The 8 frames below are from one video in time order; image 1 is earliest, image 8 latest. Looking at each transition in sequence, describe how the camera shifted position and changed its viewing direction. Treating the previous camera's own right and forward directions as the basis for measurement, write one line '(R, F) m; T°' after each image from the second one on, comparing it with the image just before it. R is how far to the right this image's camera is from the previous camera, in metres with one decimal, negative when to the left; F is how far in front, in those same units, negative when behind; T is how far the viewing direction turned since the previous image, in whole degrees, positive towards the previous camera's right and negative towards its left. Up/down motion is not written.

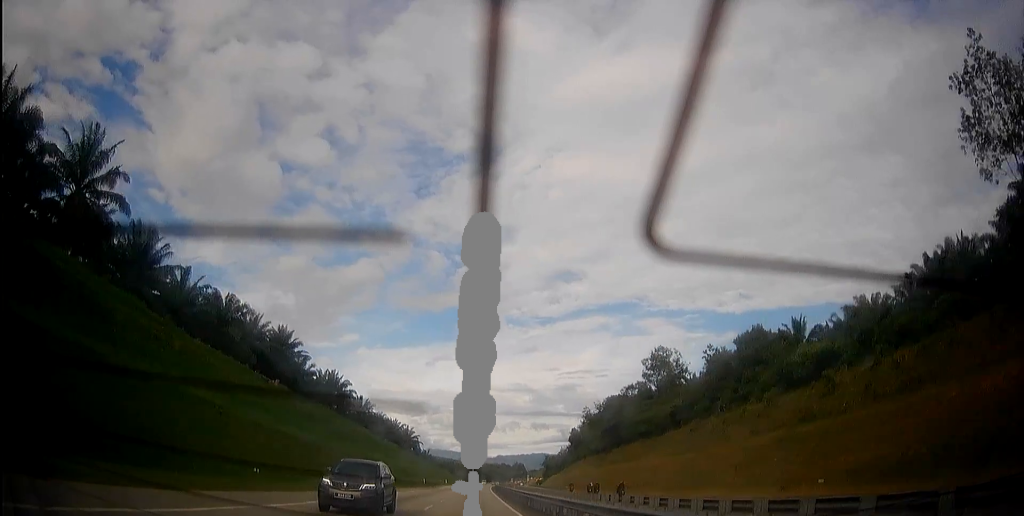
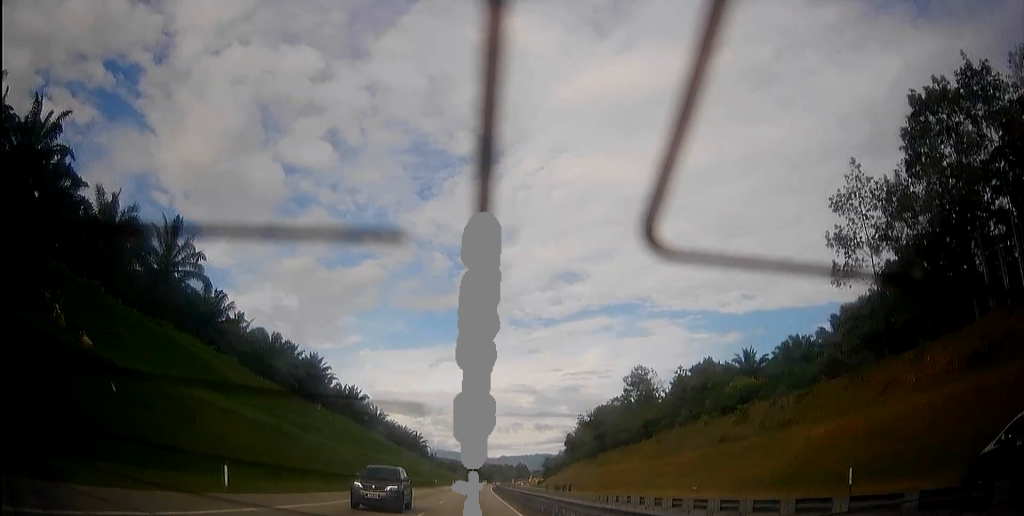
(0.0, +18.7) m; 0°
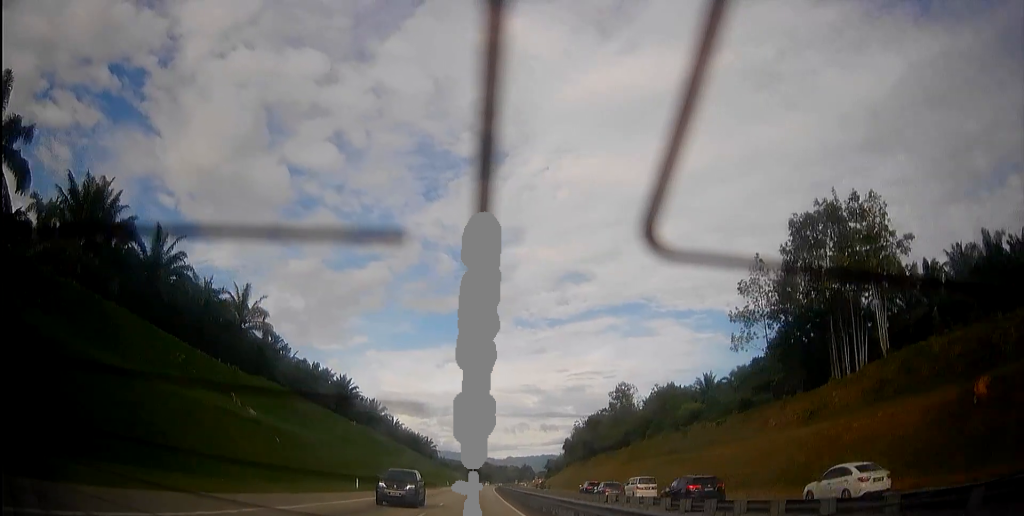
(+0.1, +24.5) m; +1°
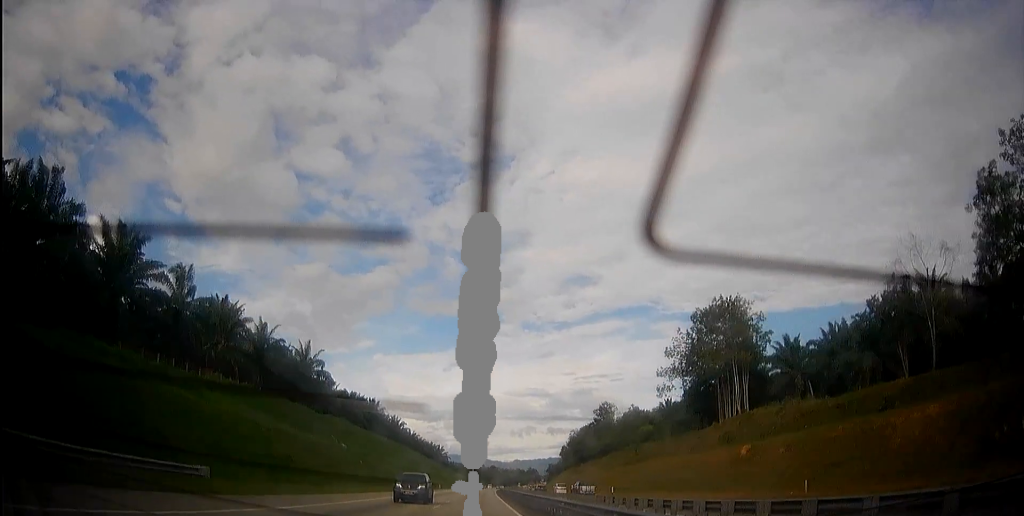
(+0.2, +31.5) m; +1°
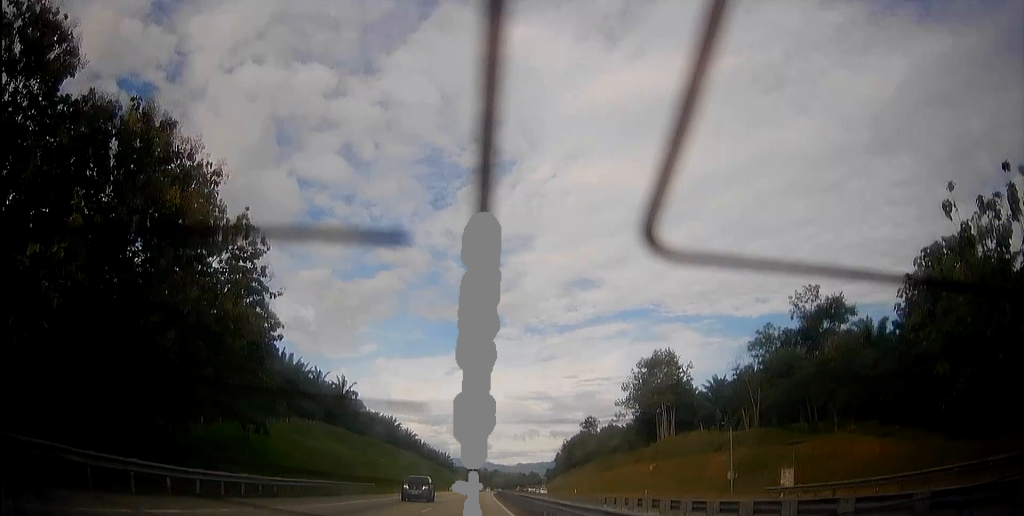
(+0.2, +32.7) m; +1°
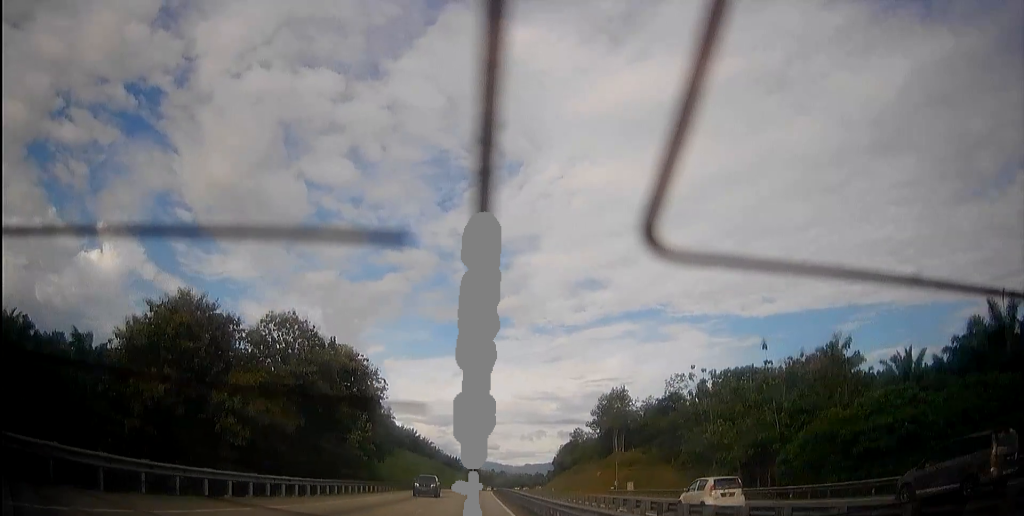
(+0.1, +46.0) m; 0°
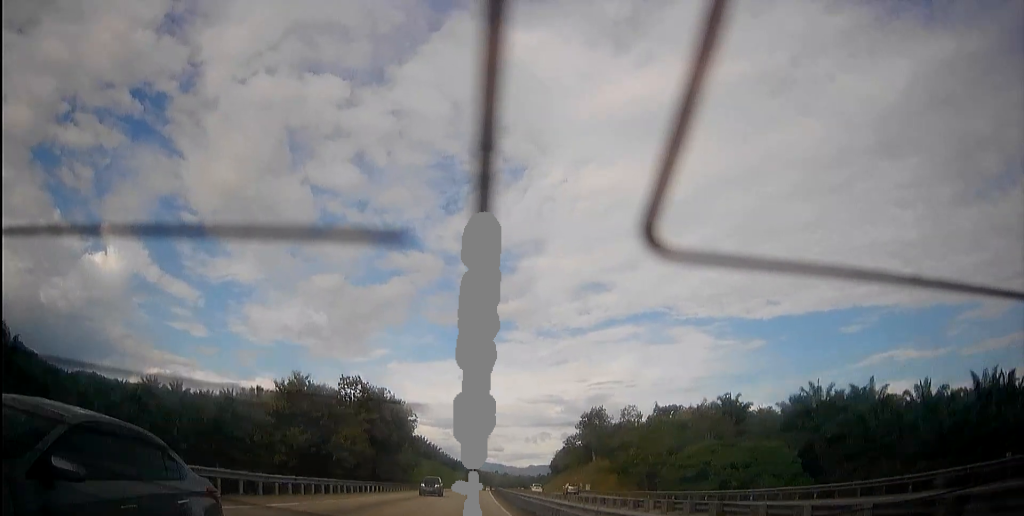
(+0.1, +35.4) m; 0°
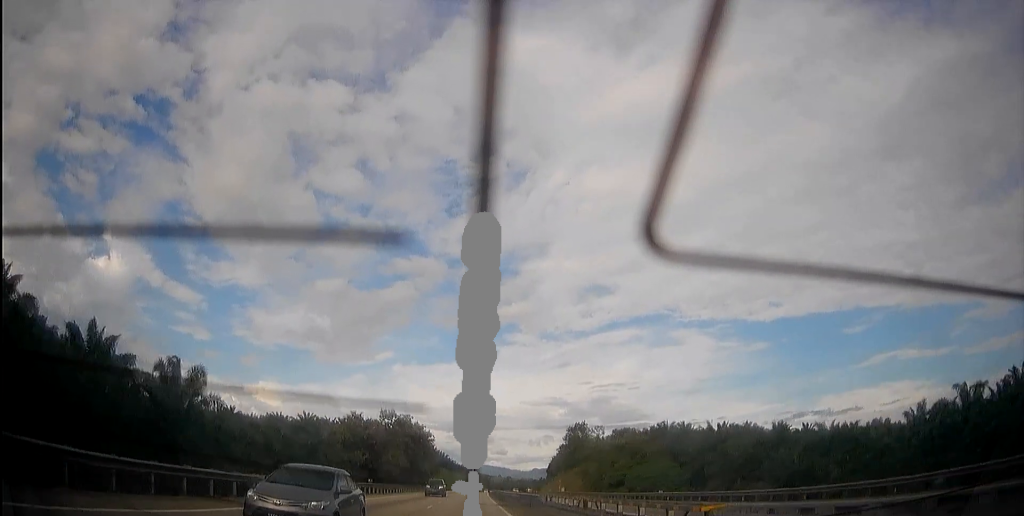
(+0.1, +39.0) m; +1°
